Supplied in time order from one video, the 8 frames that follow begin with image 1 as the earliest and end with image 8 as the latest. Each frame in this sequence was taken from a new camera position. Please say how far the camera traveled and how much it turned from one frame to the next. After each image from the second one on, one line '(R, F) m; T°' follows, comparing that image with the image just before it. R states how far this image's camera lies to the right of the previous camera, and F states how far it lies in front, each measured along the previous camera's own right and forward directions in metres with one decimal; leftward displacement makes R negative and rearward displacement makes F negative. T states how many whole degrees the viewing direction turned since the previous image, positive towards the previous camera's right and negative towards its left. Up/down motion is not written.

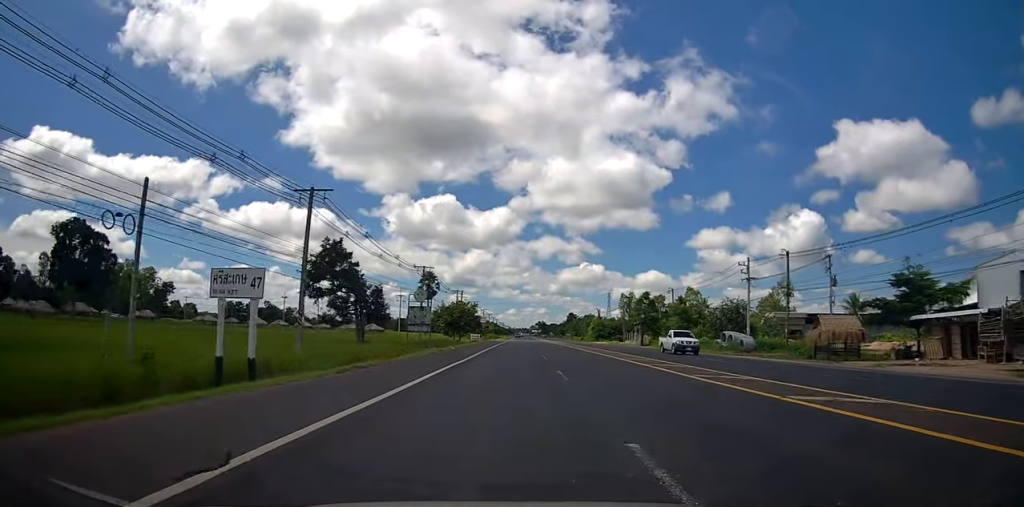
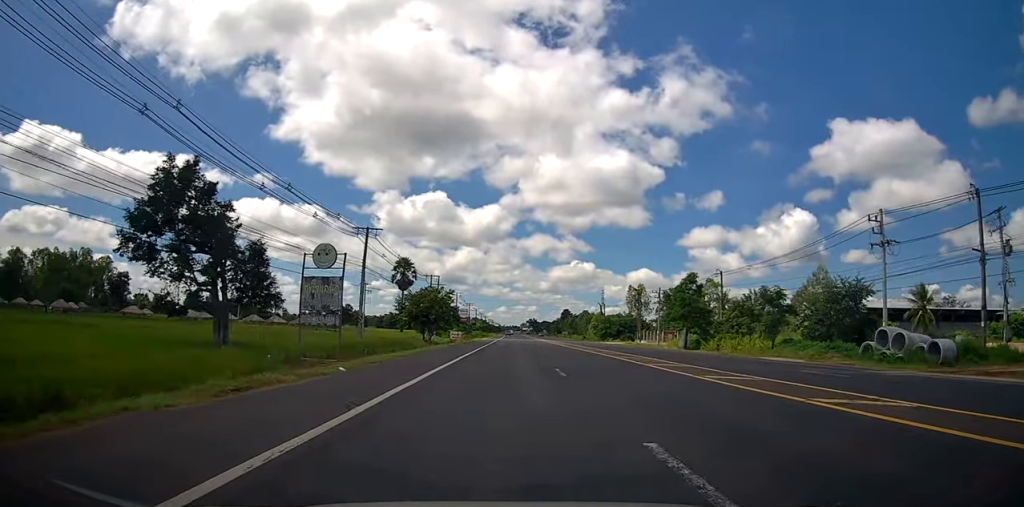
(+0.1, +24.6) m; +1°
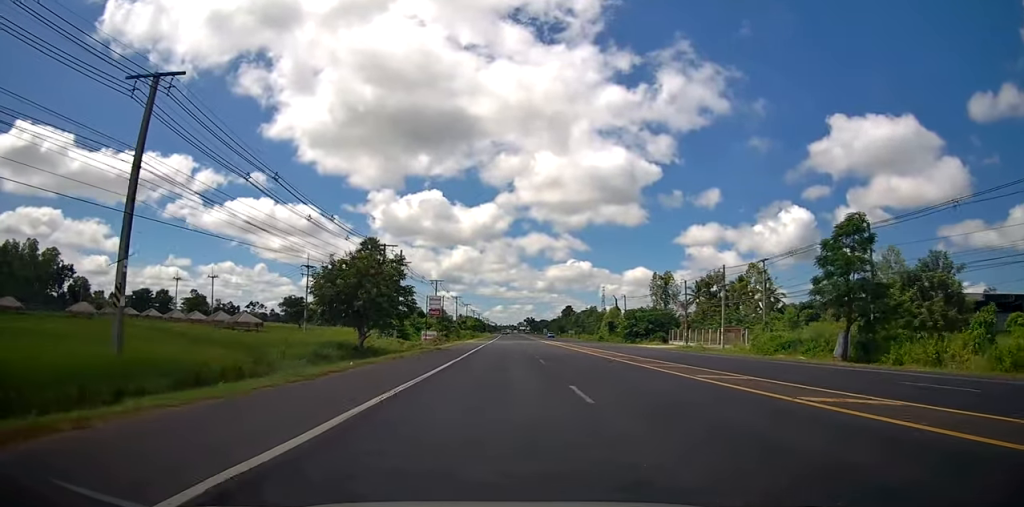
(+0.2, +29.4) m; +1°
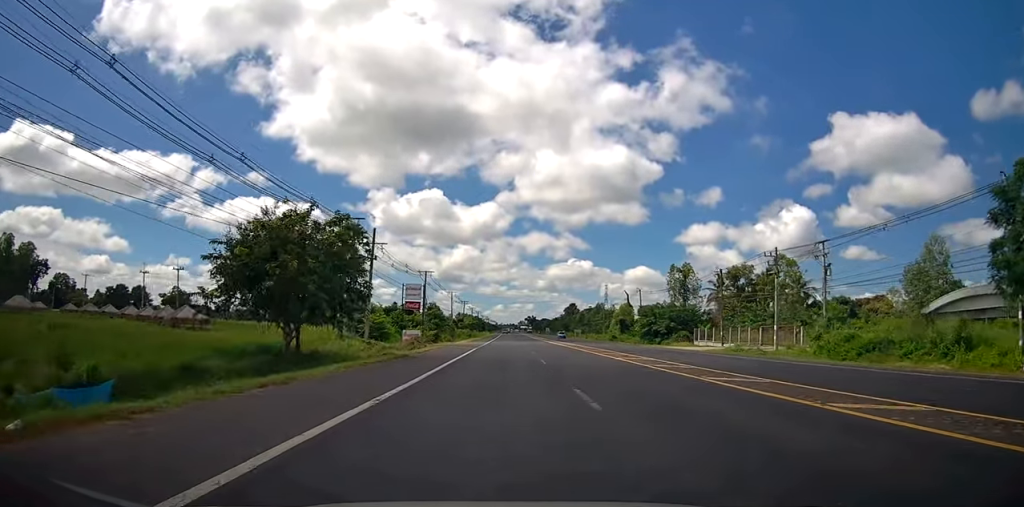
(0.0, +12.9) m; 0°
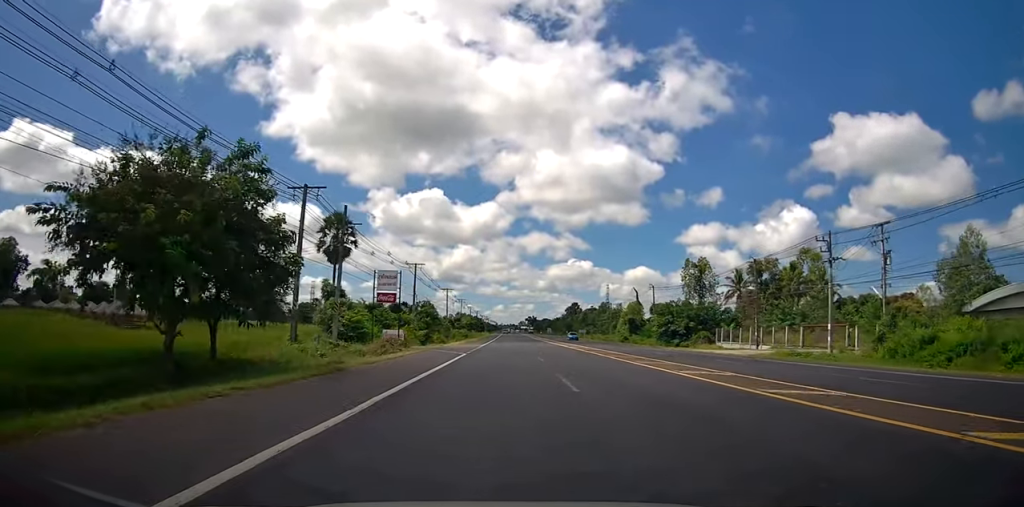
(0.0, +9.2) m; 0°
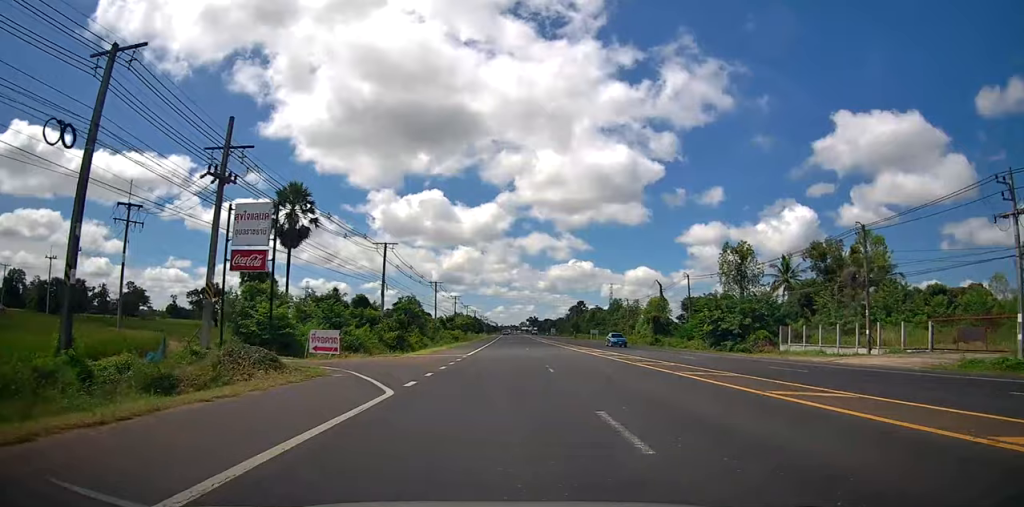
(0.0, +18.4) m; 0°
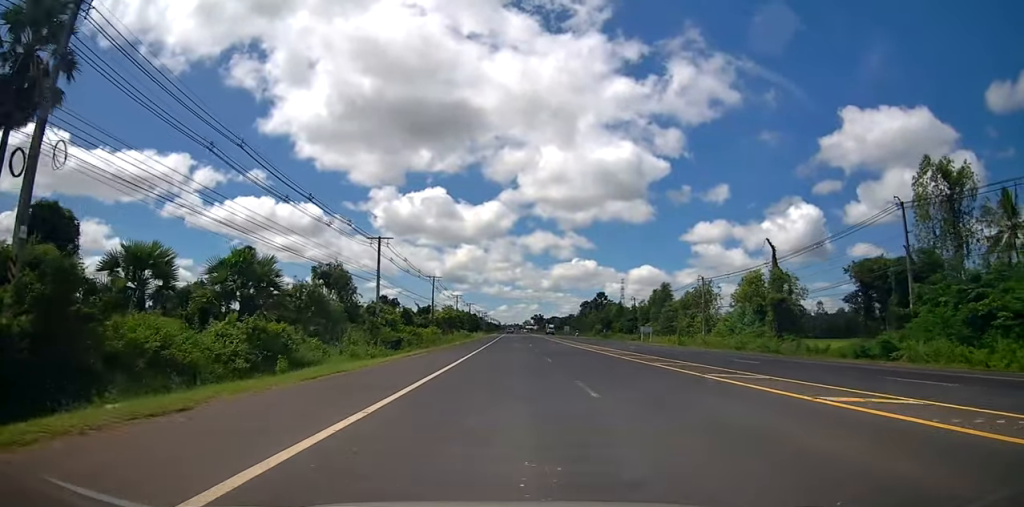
(+0.1, +43.6) m; 0°
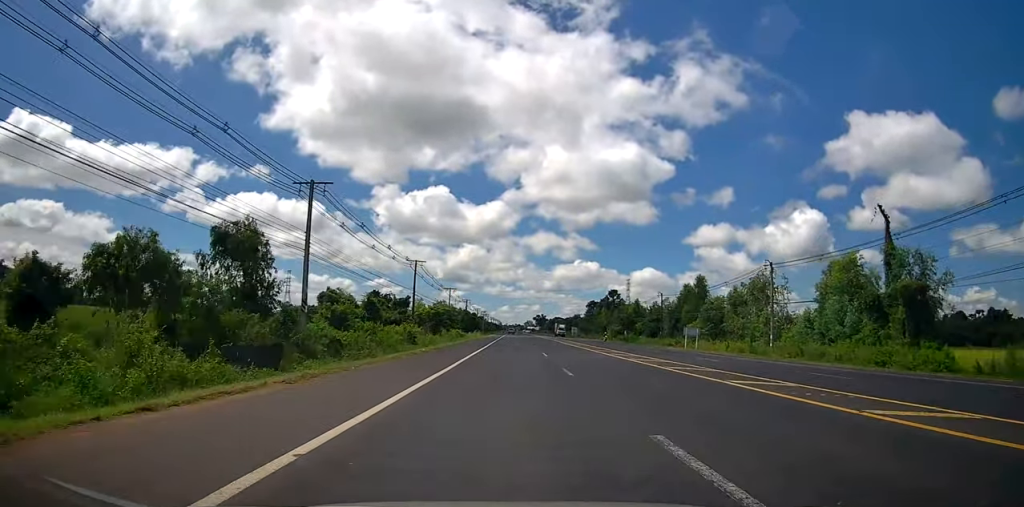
(0.0, +19.2) m; 0°
